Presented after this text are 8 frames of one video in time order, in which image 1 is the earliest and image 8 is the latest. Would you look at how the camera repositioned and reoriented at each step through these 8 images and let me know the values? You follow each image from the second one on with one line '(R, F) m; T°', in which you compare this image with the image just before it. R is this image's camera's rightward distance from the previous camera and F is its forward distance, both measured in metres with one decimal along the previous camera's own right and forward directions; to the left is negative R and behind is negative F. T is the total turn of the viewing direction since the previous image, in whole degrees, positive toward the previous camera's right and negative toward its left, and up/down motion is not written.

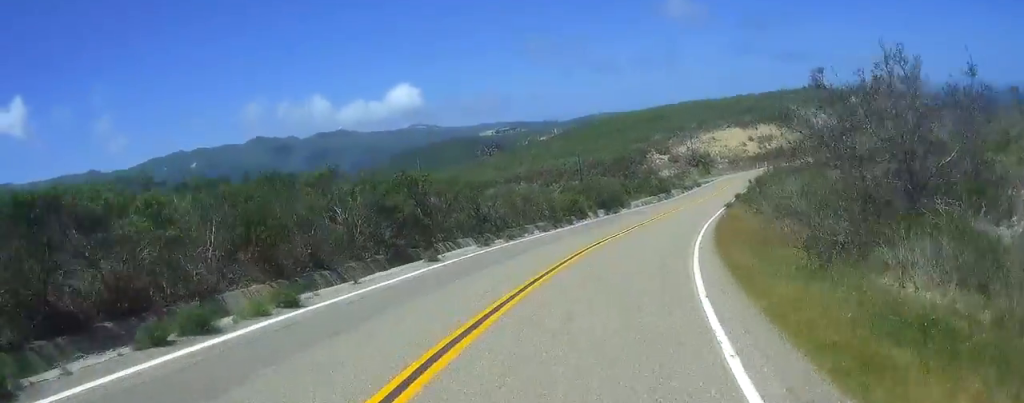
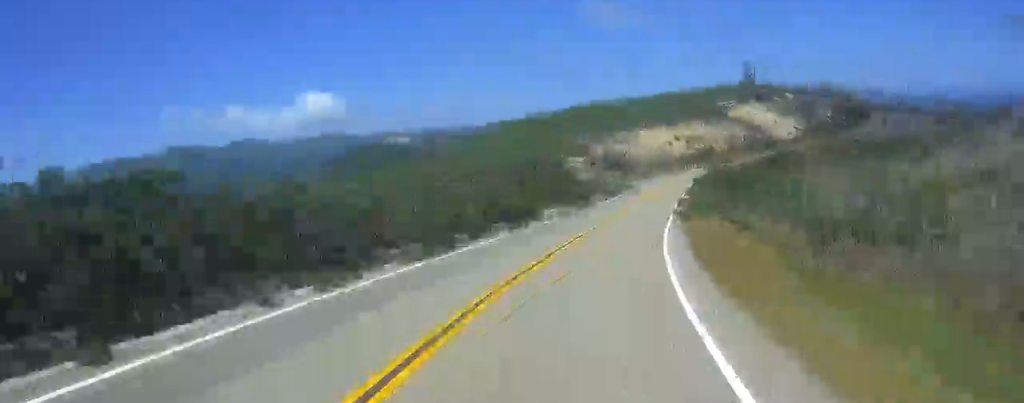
(0.0, +8.9) m; 0°
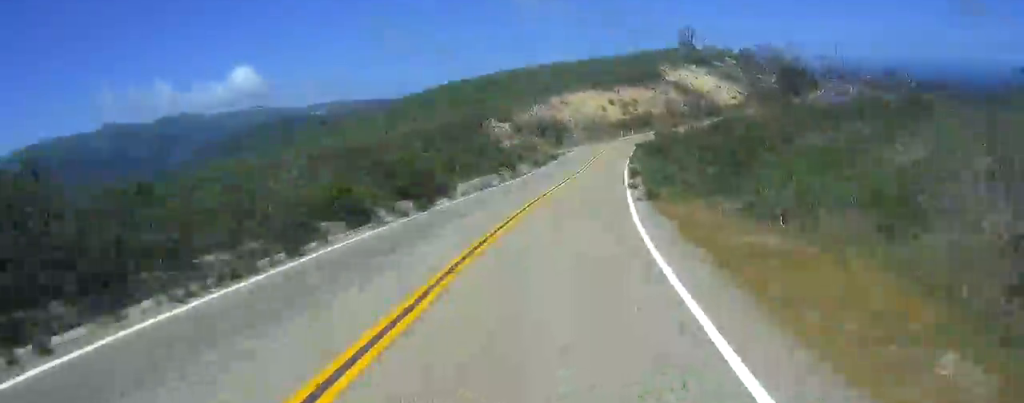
(0.0, +6.9) m; 0°
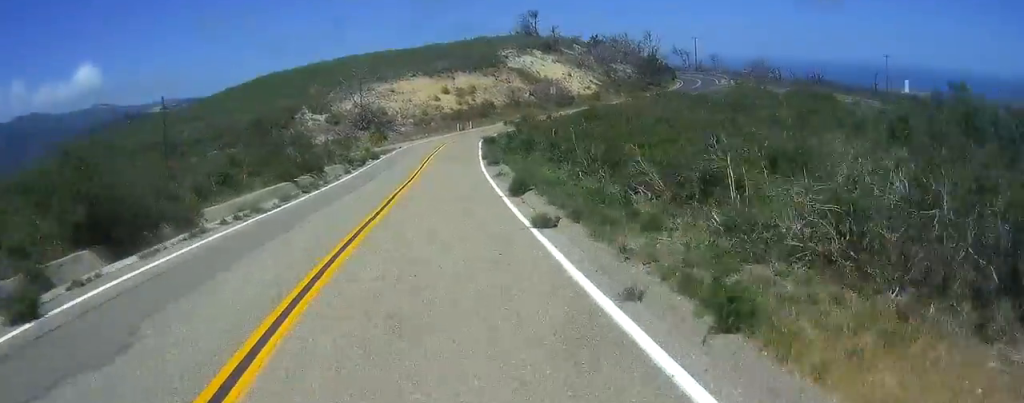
(0.0, +11.3) m; +1°
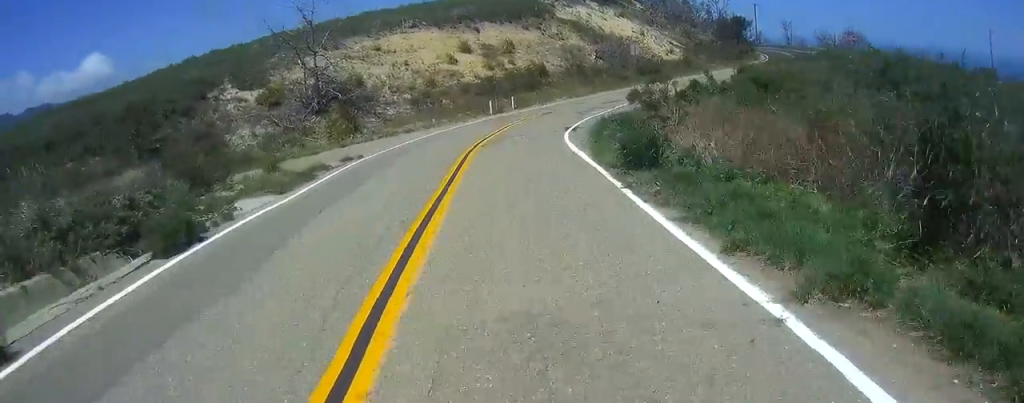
(+5.7, +24.4) m; +28°
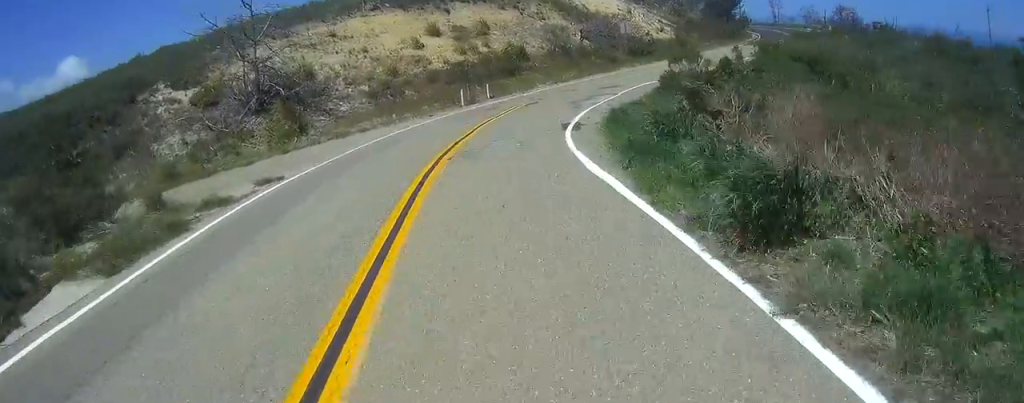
(+0.1, +5.9) m; +1°
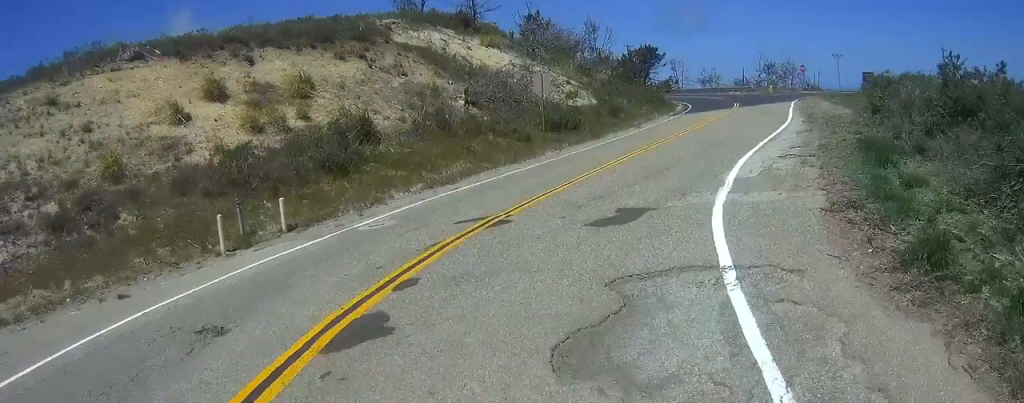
(0.0, +21.4) m; +1°
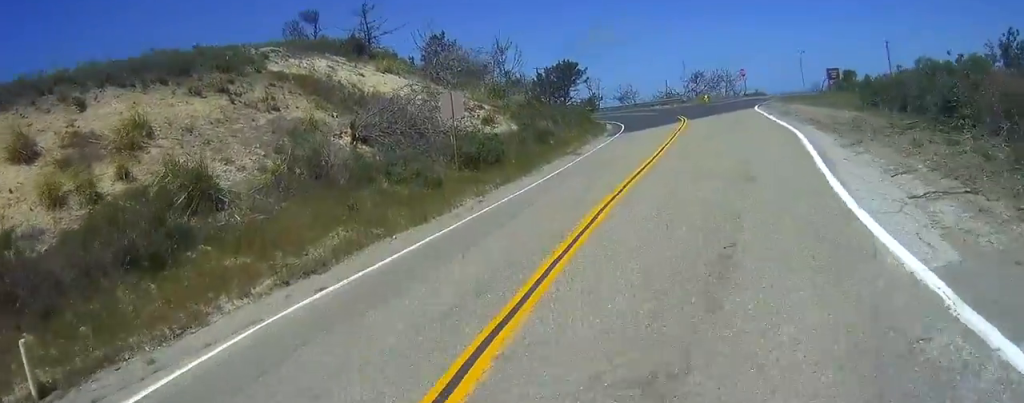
(-0.2, +9.3) m; +9°
